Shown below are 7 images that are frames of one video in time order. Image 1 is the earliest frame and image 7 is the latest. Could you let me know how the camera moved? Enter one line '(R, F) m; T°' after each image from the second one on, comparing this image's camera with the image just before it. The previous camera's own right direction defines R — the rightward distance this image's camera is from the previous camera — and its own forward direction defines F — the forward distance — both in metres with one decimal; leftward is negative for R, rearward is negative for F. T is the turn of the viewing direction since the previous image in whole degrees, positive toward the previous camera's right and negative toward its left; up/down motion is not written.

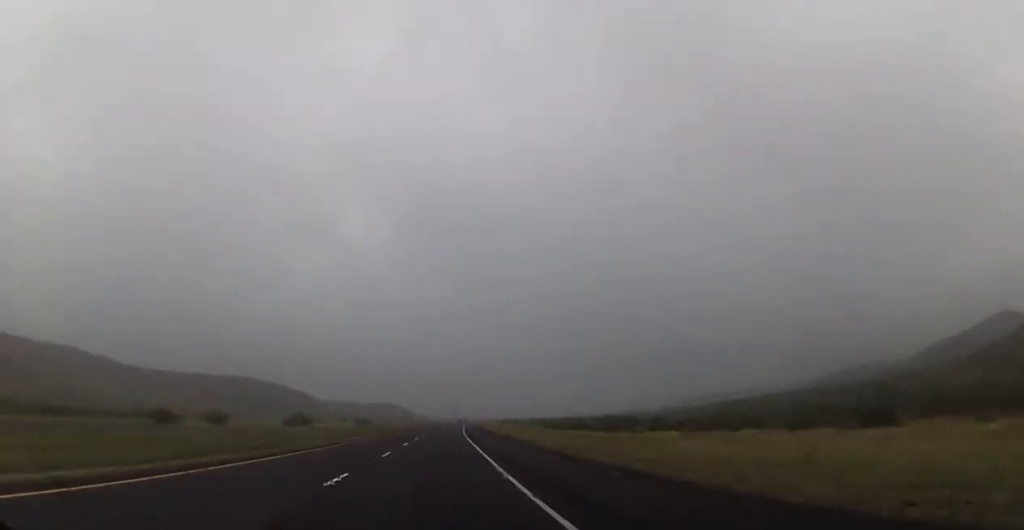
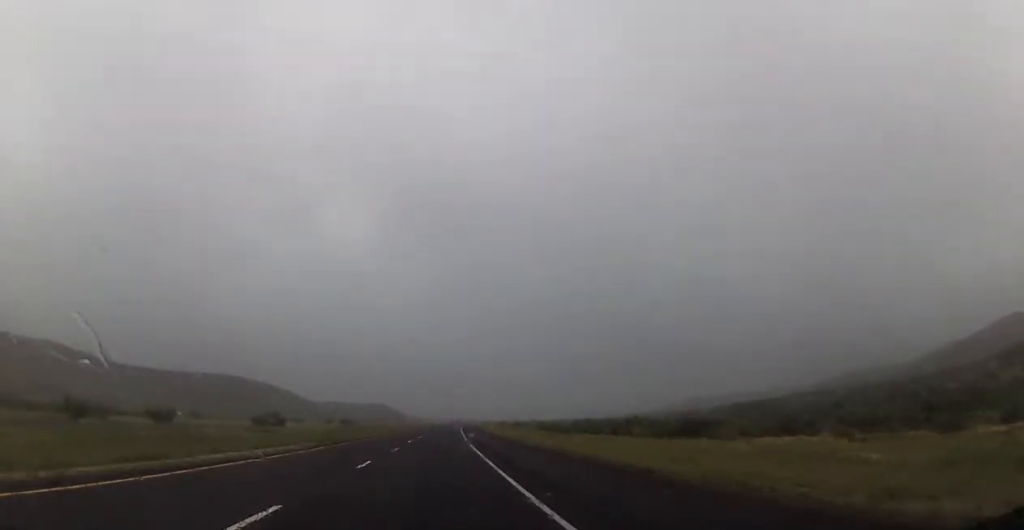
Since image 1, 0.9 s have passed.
(-0.6, +31.3) m; -1°
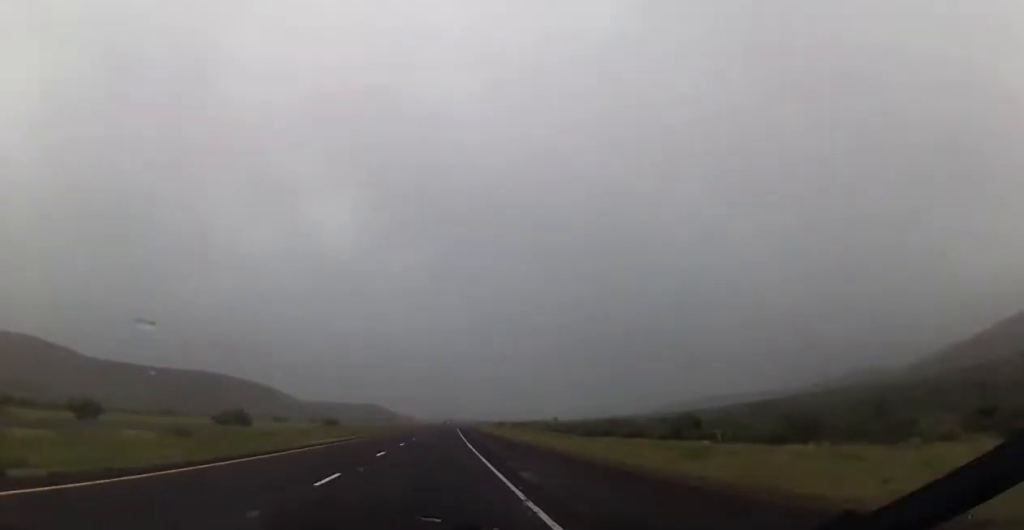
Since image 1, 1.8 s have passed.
(+0.2, +30.1) m; 0°
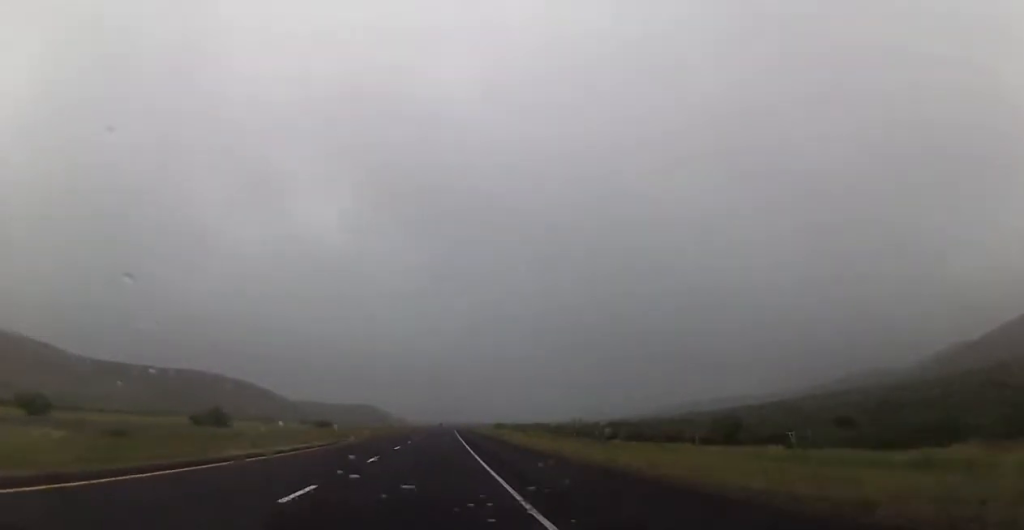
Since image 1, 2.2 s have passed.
(0.0, +15.0) m; 0°
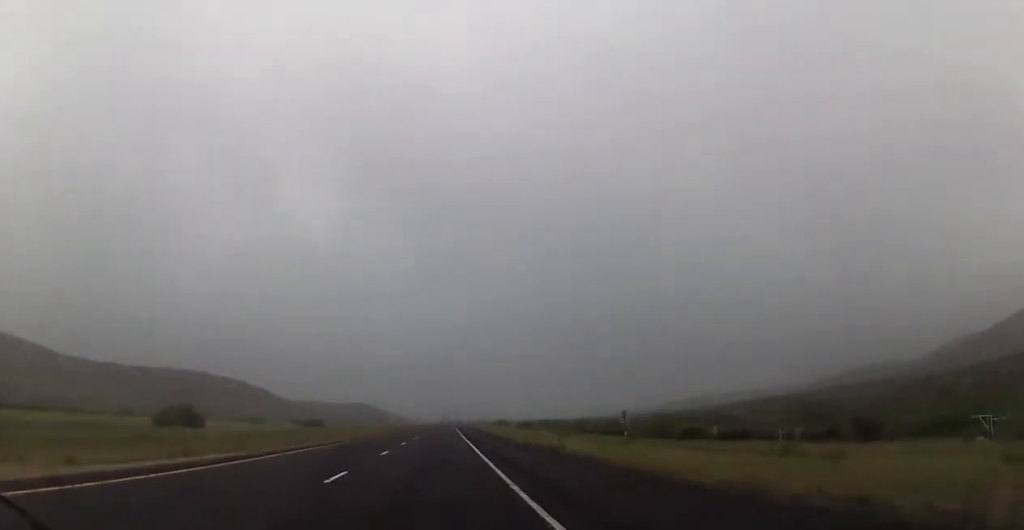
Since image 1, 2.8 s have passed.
(-0.2, +20.8) m; 0°
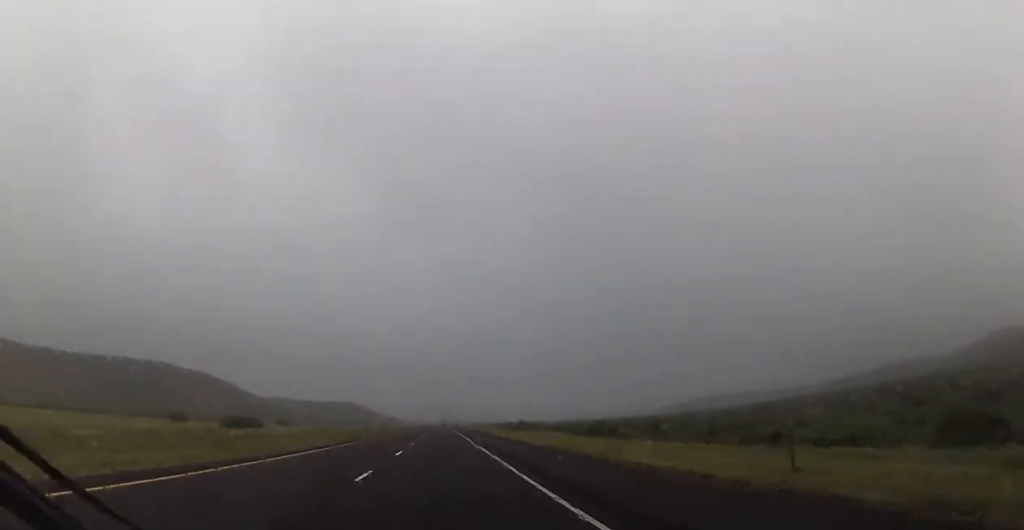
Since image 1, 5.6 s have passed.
(+1.9, +97.0) m; +1°
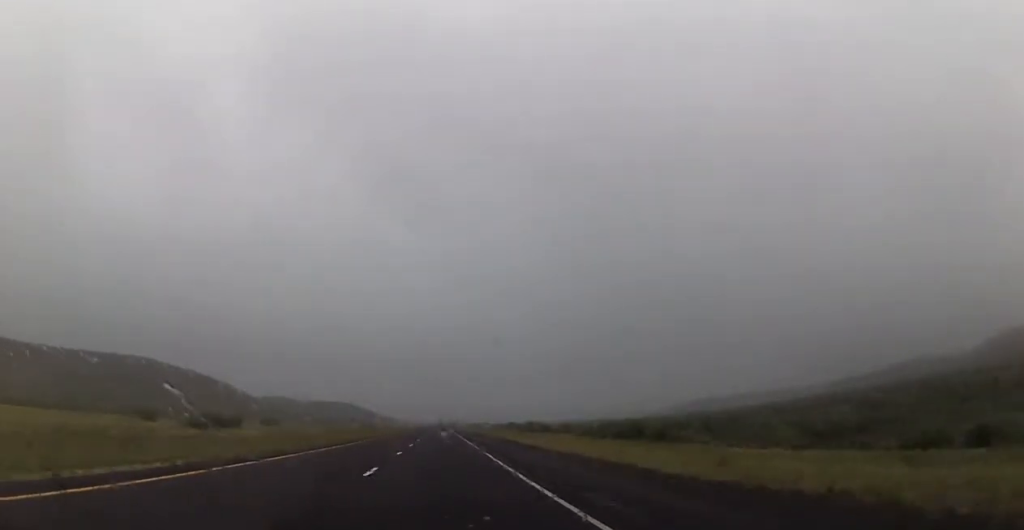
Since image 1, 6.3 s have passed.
(0.0, +23.1) m; 0°
